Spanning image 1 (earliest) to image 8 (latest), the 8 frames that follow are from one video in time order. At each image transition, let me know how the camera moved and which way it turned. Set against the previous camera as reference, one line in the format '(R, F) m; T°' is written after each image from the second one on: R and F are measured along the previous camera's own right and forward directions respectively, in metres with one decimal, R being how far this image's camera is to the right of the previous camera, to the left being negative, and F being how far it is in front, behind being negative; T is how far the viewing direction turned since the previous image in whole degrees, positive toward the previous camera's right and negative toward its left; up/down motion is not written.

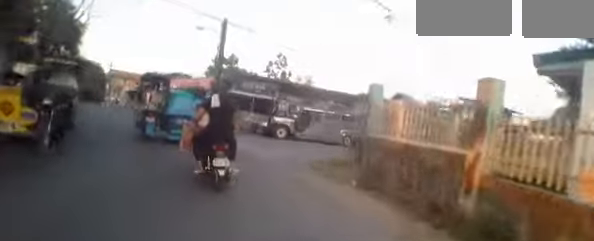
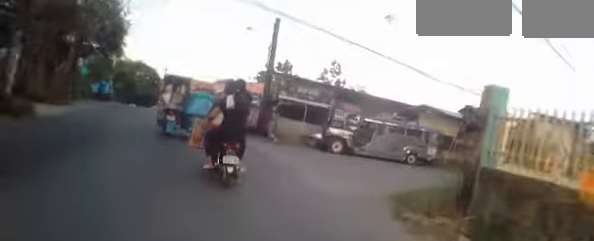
(-0.1, +2.5) m; -9°
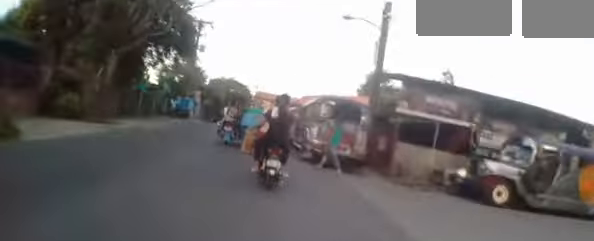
(-1.1, +5.3) m; -20°
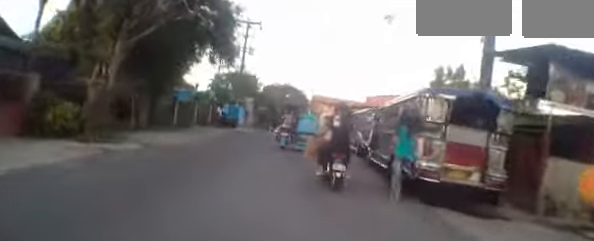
(-0.5, +3.7) m; -7°
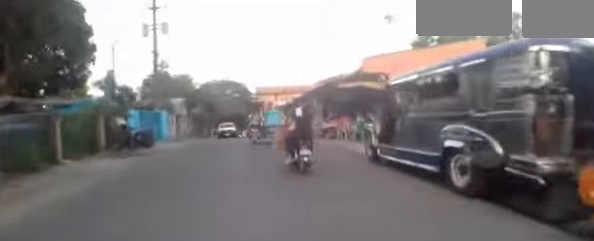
(+0.4, +8.7) m; +1°
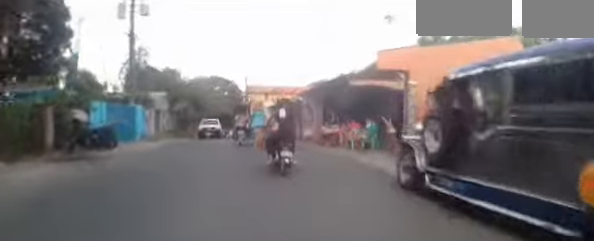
(-0.1, +2.6) m; -4°
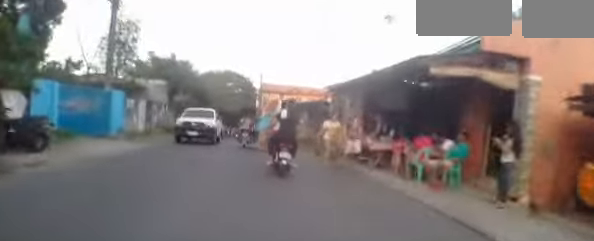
(-0.3, +4.0) m; -4°
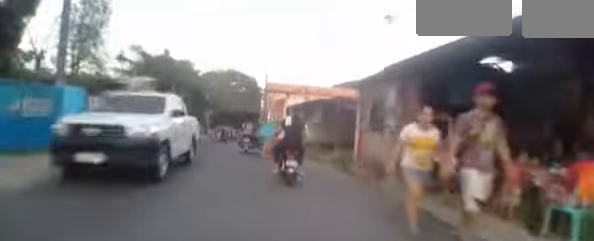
(-0.1, +3.4) m; 0°
